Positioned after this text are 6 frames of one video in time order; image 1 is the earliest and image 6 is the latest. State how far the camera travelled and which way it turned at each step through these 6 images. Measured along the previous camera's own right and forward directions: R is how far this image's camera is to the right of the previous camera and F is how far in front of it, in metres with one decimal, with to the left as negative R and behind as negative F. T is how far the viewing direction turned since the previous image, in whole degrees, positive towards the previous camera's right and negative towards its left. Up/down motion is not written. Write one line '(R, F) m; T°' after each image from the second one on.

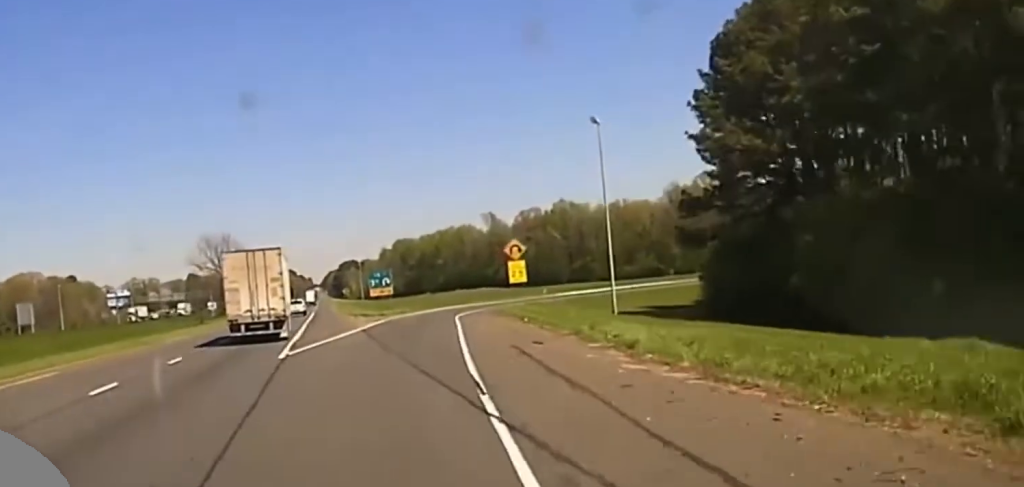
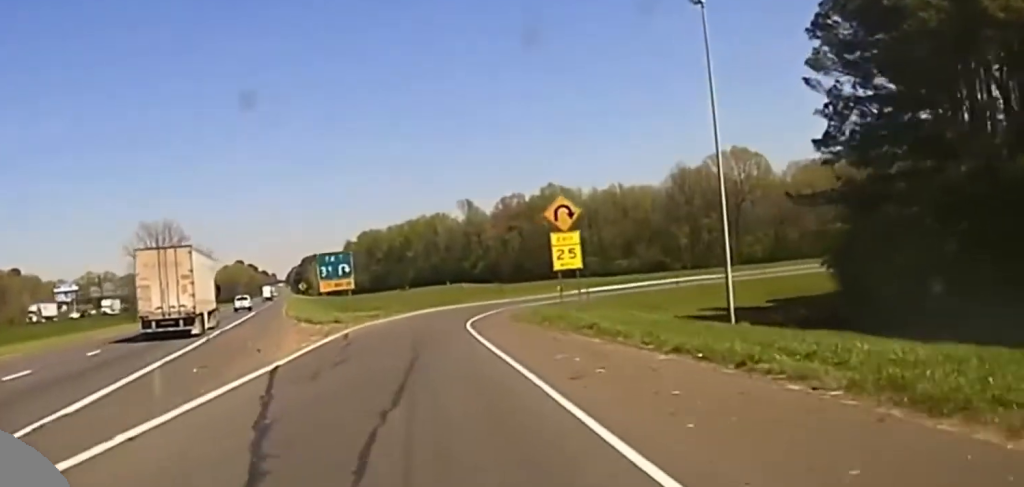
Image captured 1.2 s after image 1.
(-0.1, +33.2) m; +2°
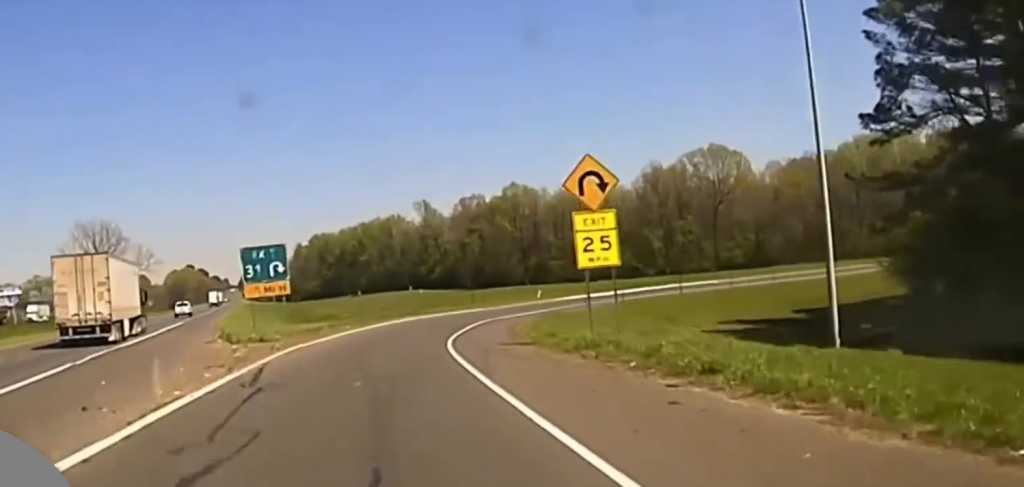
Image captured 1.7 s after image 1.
(+0.1, +13.8) m; +2°
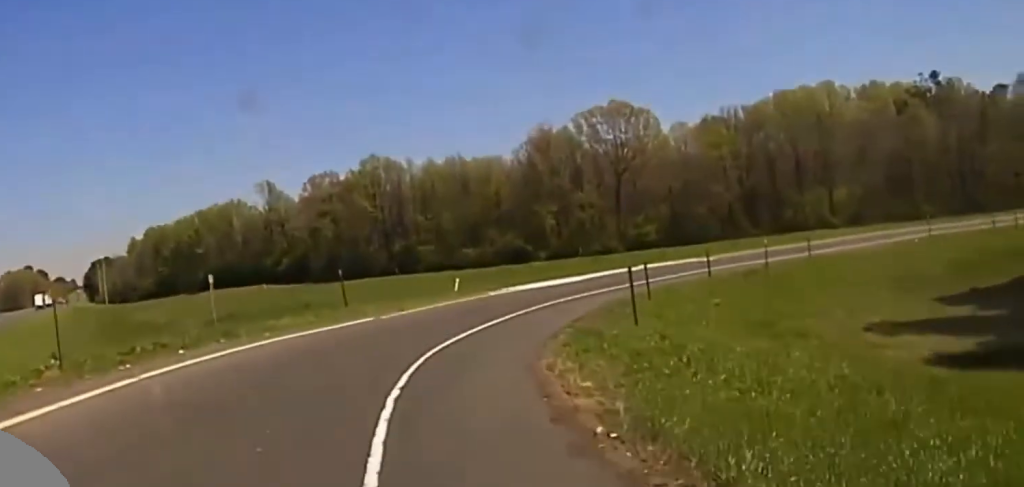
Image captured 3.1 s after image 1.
(+2.4, +36.8) m; +8°
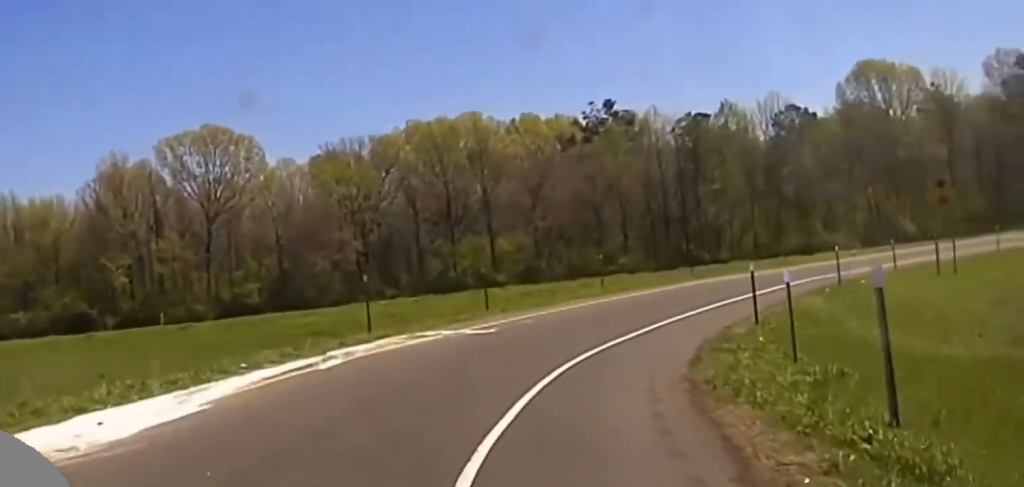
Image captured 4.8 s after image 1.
(+6.5, +40.0) m; +24°
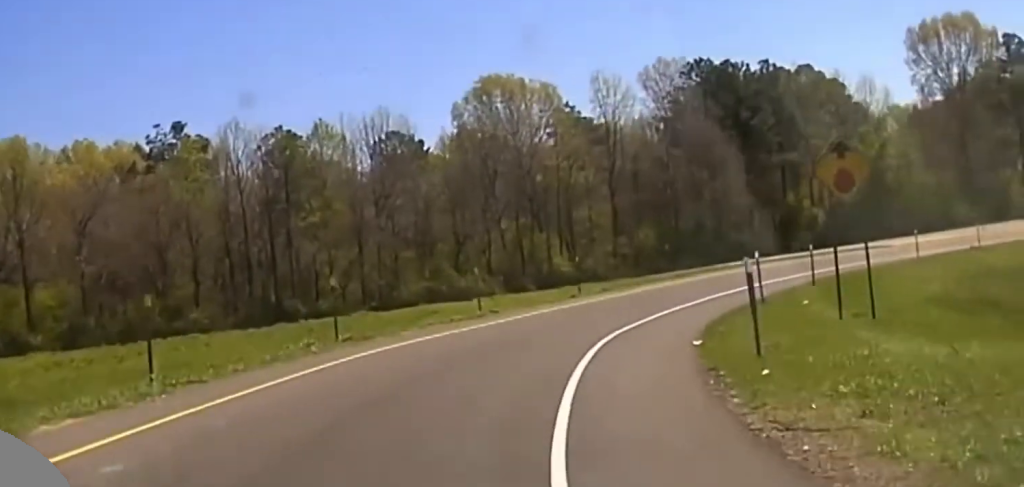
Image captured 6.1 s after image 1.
(+6.1, +27.3) m; +25°
